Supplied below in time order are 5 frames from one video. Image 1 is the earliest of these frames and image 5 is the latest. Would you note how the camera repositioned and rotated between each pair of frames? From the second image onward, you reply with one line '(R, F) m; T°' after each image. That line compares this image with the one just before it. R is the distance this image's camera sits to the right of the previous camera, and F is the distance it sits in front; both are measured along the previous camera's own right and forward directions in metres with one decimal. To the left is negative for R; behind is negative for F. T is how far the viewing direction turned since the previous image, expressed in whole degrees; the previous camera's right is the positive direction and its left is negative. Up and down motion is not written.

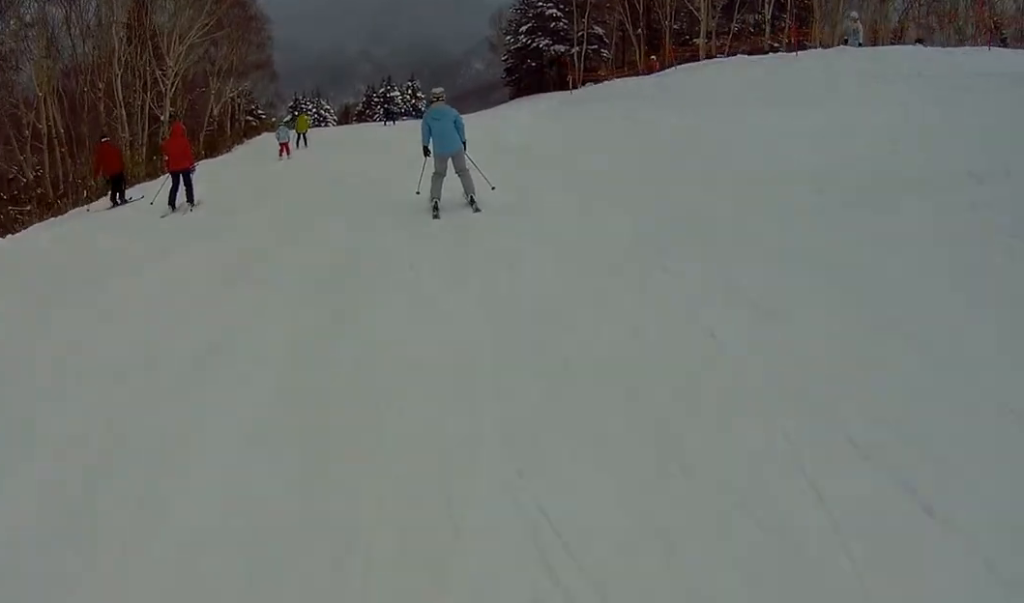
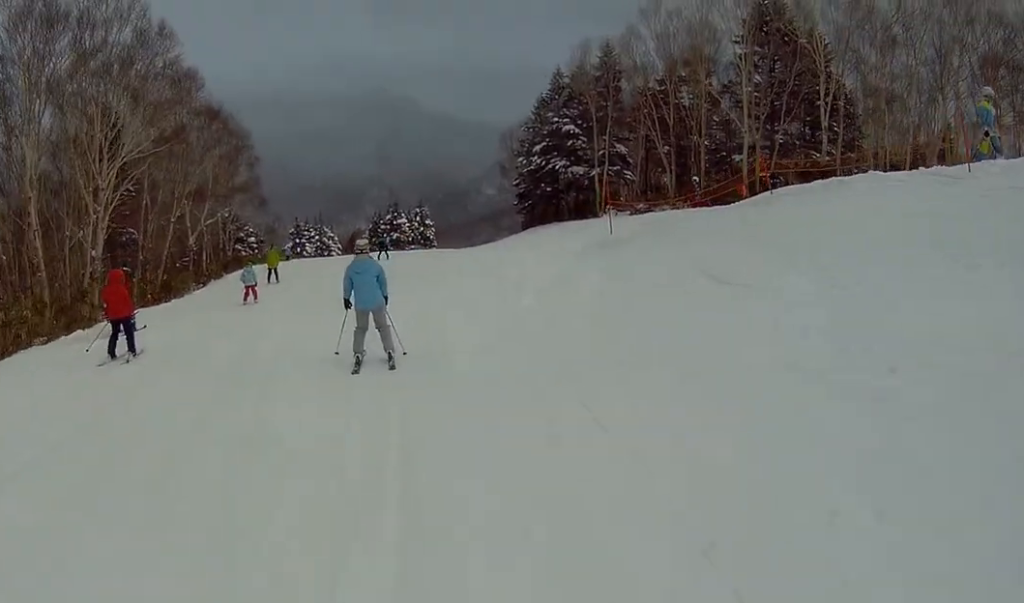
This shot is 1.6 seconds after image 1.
(0.0, +8.2) m; -3°
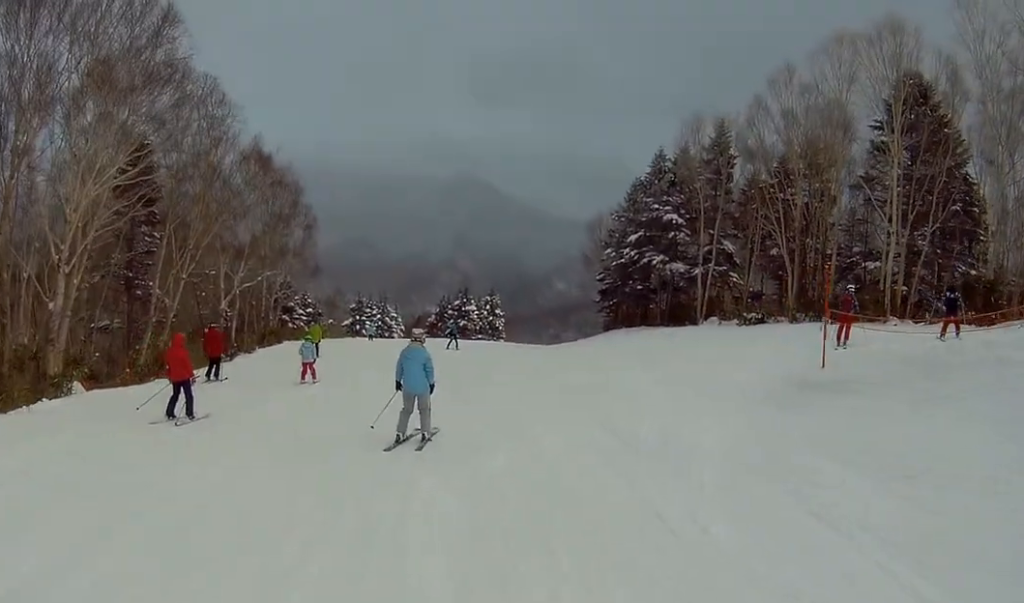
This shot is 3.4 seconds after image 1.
(-2.0, +11.1) m; -11°
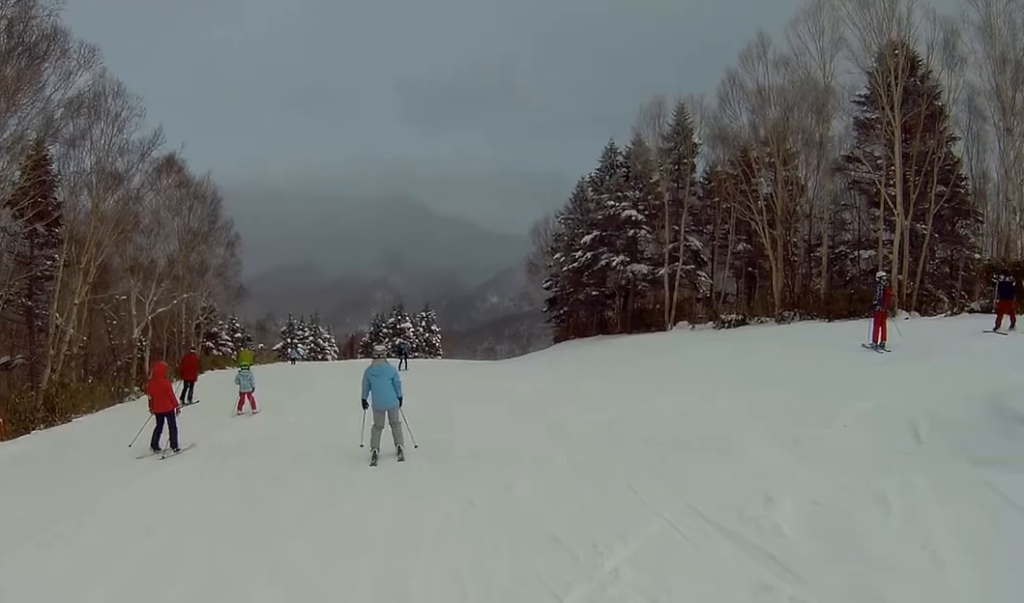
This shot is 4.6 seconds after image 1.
(+1.0, +6.3) m; +14°
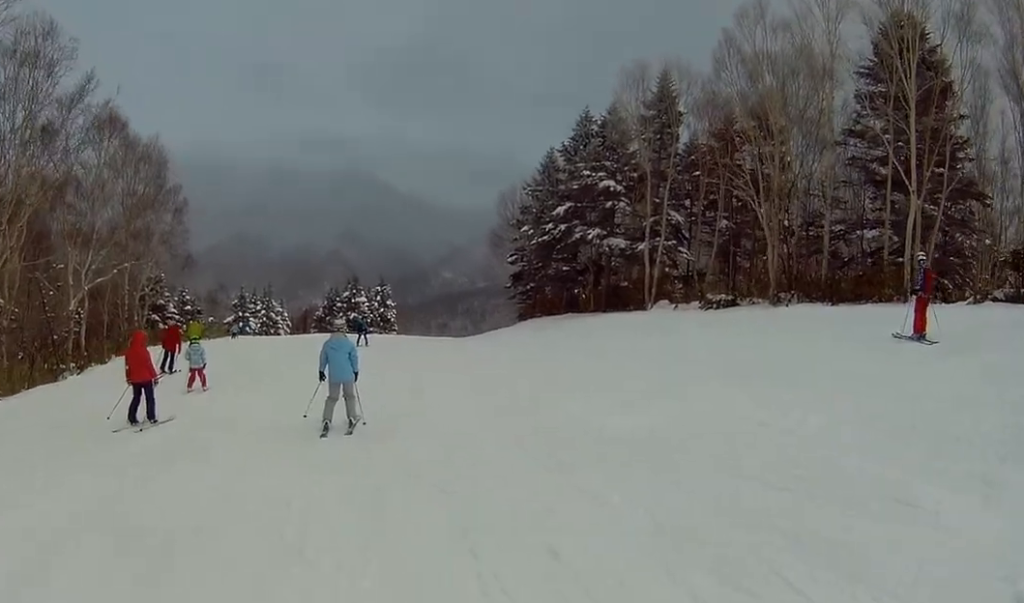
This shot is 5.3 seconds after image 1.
(0.0, +3.7) m; +9°
